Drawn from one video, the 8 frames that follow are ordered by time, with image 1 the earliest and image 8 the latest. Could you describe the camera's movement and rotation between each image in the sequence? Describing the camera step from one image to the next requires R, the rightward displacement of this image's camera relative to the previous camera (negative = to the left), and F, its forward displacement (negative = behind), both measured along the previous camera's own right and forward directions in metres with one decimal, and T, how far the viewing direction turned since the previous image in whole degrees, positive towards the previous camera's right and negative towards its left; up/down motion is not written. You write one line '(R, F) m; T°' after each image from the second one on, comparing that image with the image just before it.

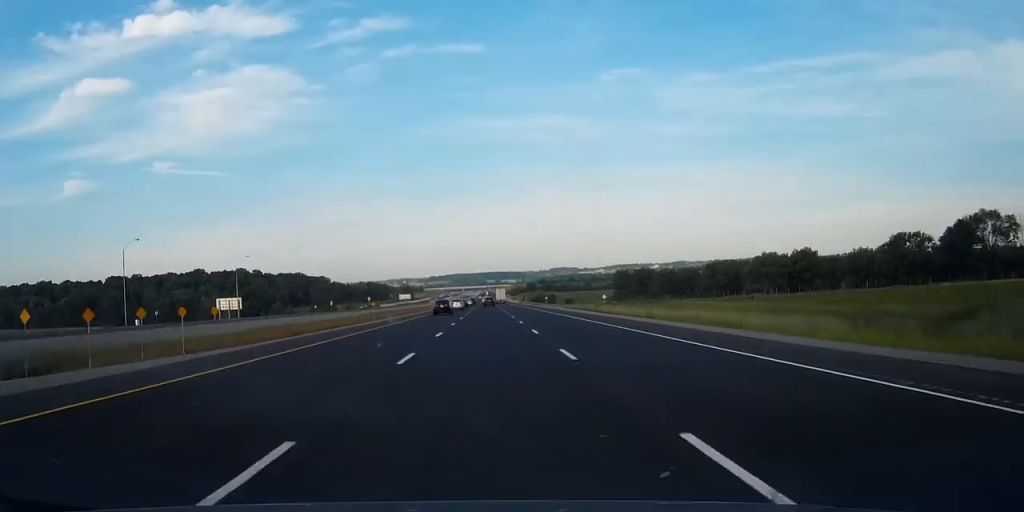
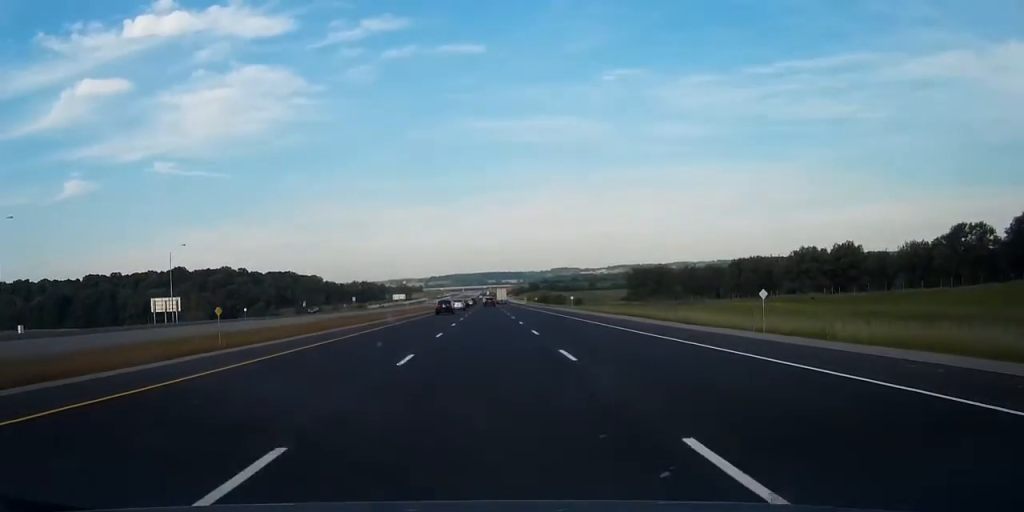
(0.0, +36.1) m; 0°
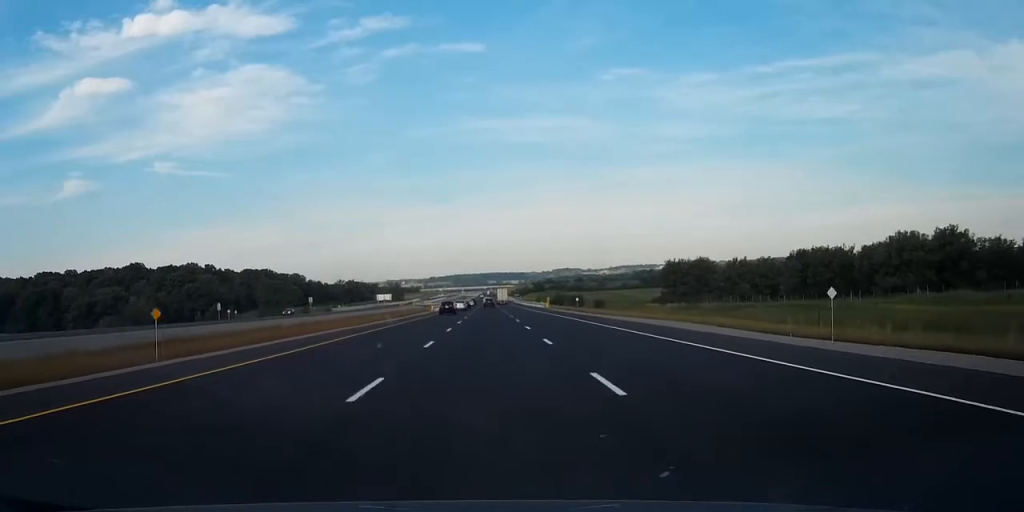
(0.0, +65.5) m; 0°
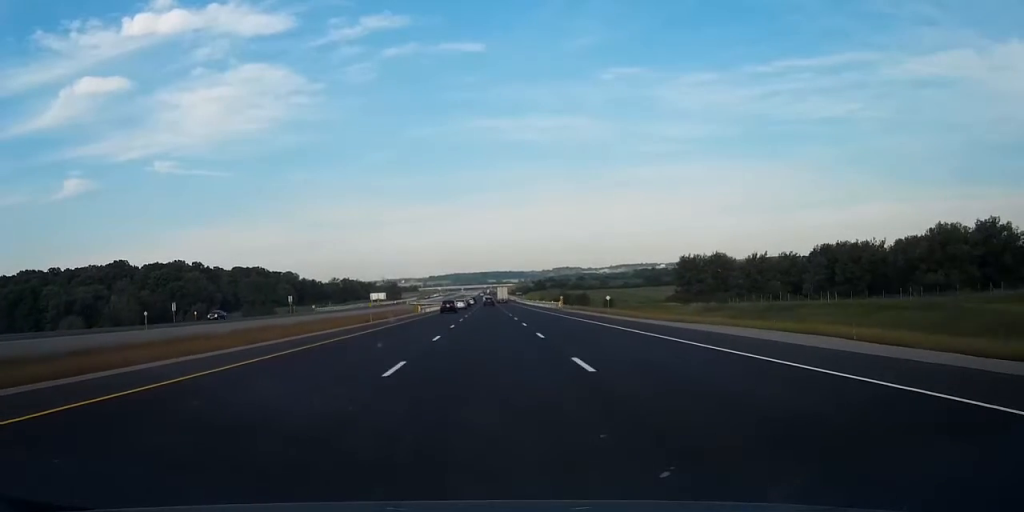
(+0.1, +20.7) m; 0°
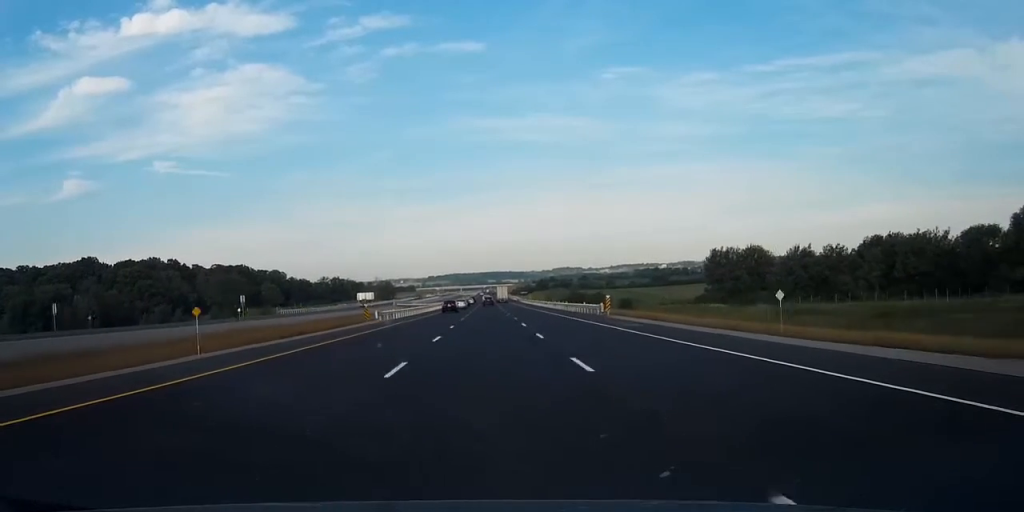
(0.0, +36.0) m; 0°
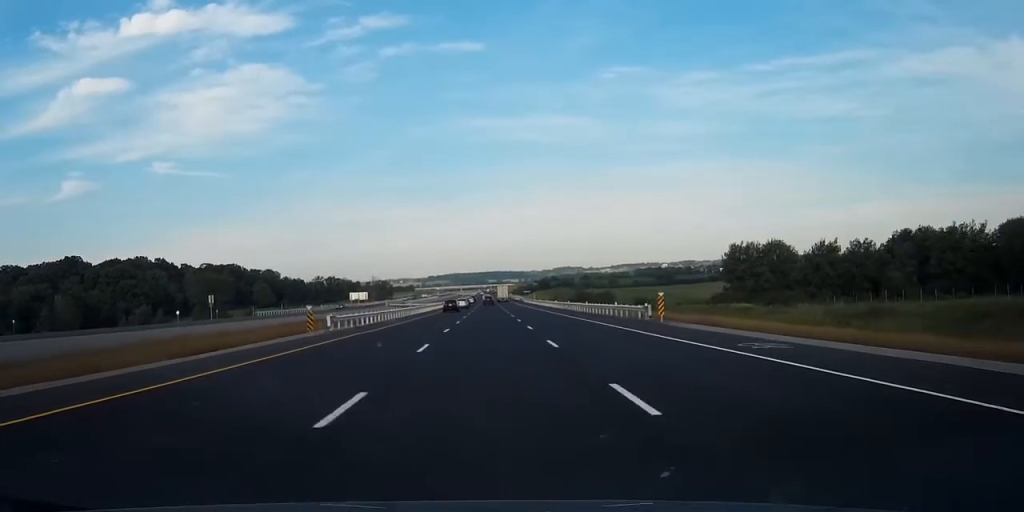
(0.0, +17.4) m; 0°
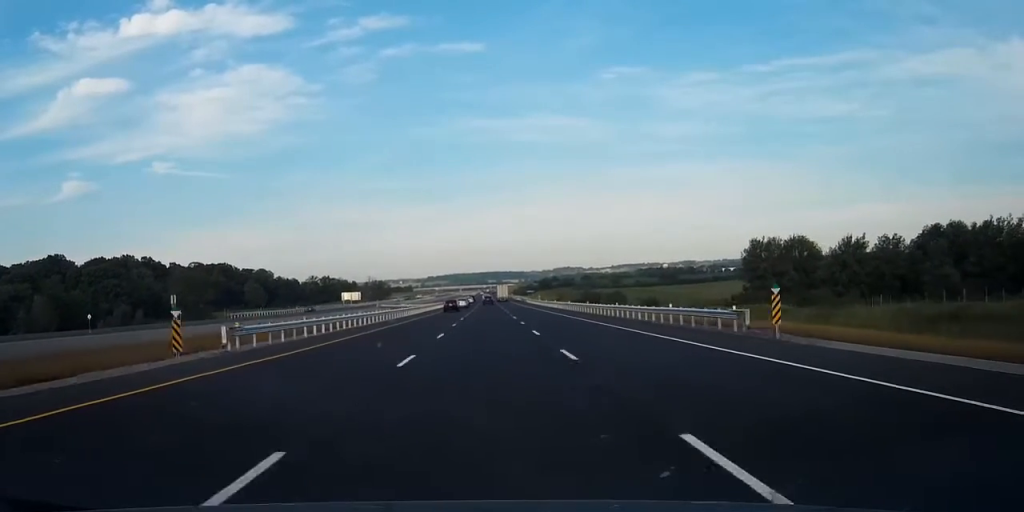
(0.0, +16.3) m; 0°
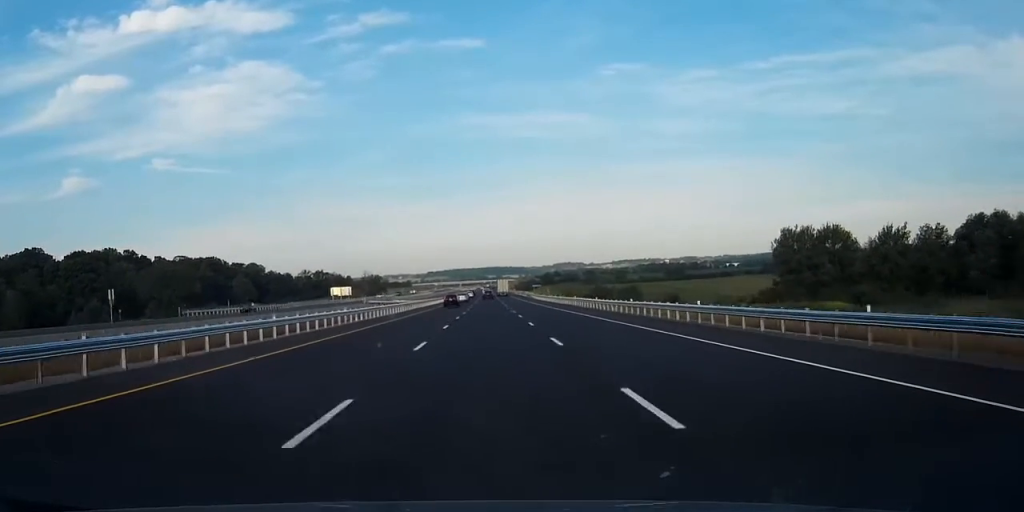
(0.0, +20.6) m; 0°
